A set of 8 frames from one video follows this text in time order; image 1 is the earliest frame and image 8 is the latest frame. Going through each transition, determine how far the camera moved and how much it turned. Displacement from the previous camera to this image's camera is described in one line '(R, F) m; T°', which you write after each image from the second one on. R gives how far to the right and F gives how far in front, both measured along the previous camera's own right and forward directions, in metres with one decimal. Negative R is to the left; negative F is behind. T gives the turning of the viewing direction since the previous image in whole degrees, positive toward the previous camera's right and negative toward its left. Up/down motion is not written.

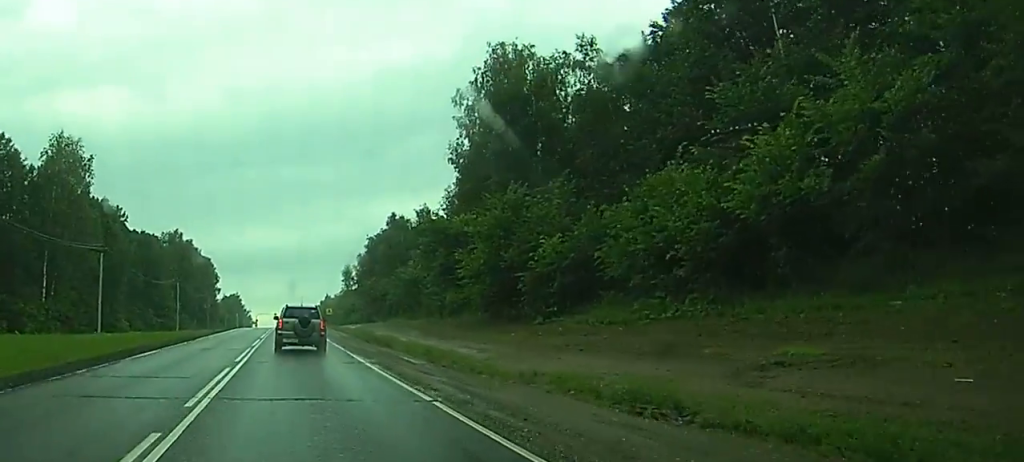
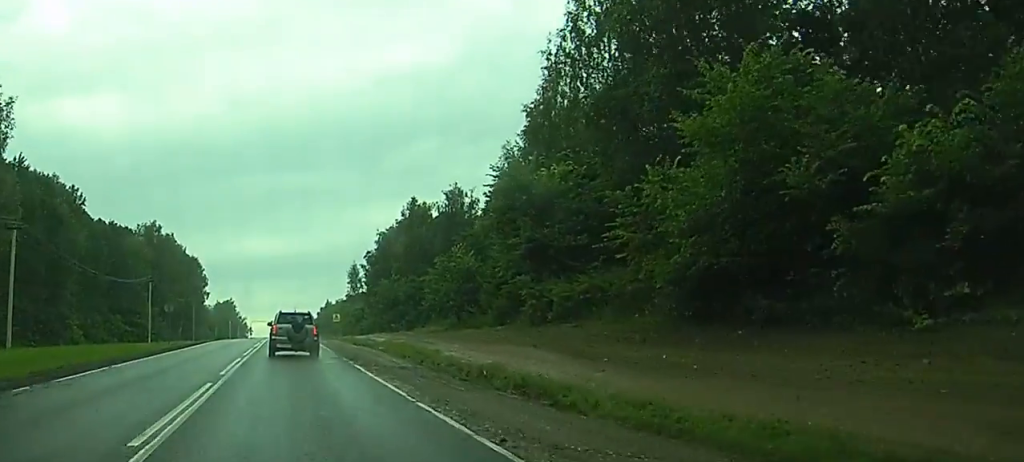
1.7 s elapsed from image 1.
(0.0, +27.5) m; 0°
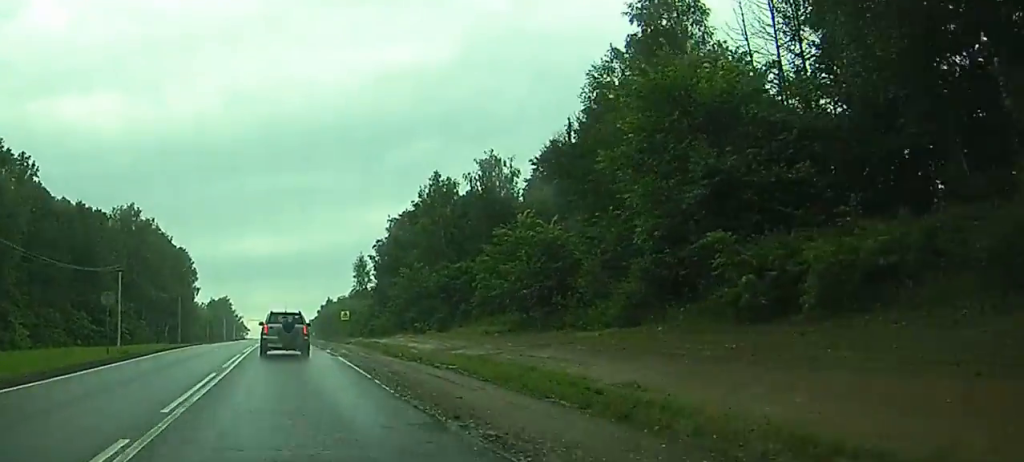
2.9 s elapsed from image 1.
(-0.1, +20.7) m; 0°
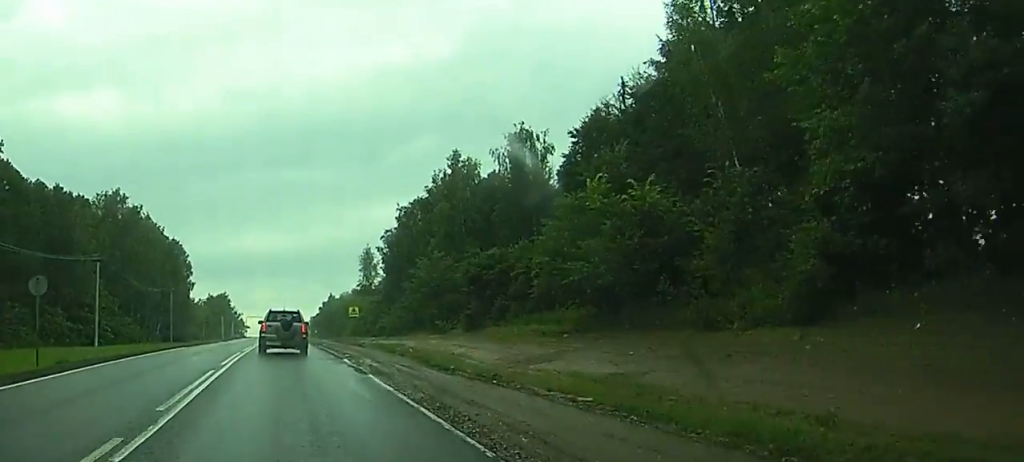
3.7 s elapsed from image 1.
(0.0, +11.9) m; 0°
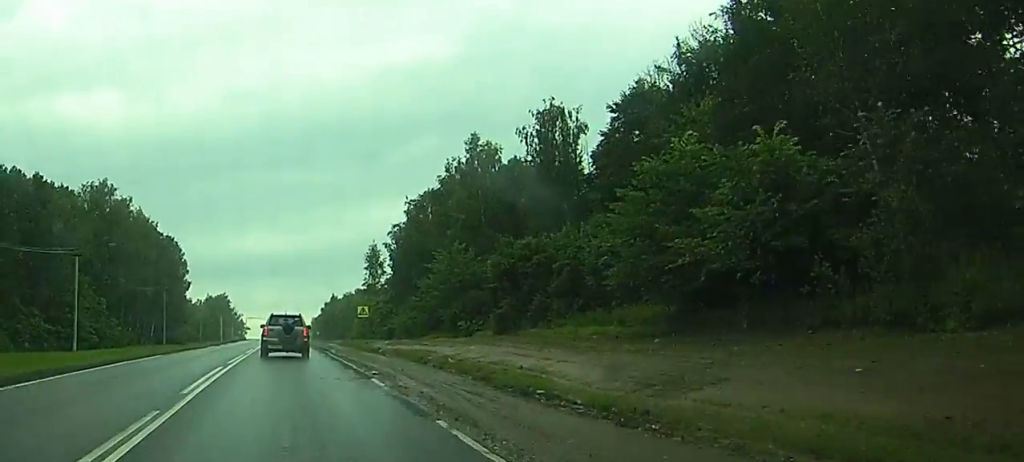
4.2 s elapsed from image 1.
(0.0, +9.2) m; 0°
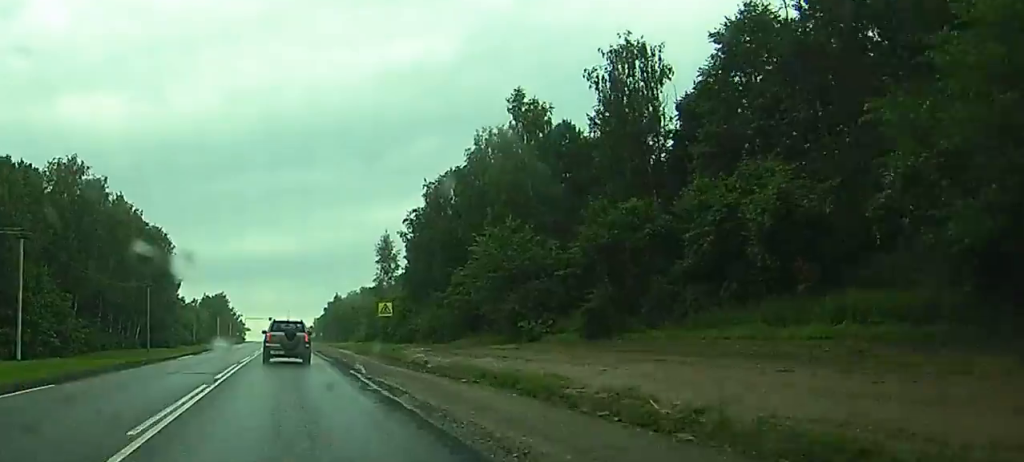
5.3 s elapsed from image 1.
(+0.1, +16.8) m; 0°
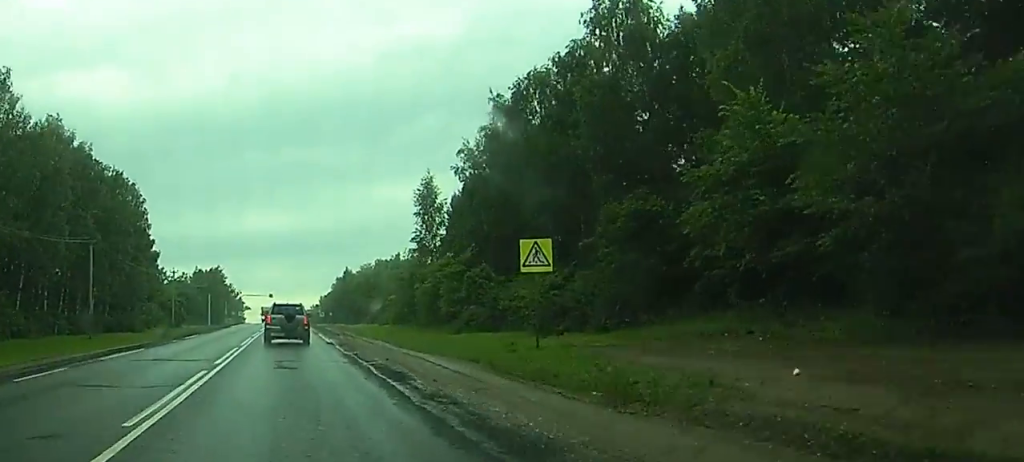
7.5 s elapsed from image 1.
(-0.4, +35.9) m; -1°
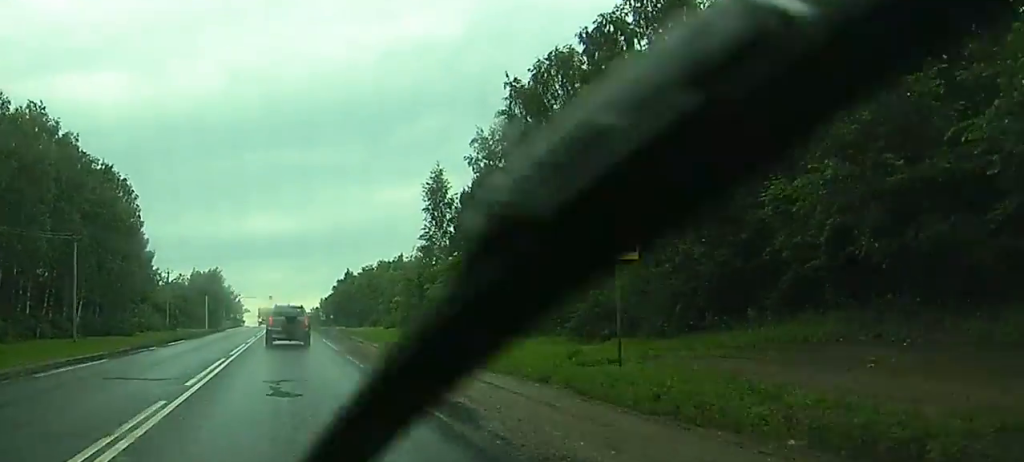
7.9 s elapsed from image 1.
(0.0, +6.3) m; 0°
